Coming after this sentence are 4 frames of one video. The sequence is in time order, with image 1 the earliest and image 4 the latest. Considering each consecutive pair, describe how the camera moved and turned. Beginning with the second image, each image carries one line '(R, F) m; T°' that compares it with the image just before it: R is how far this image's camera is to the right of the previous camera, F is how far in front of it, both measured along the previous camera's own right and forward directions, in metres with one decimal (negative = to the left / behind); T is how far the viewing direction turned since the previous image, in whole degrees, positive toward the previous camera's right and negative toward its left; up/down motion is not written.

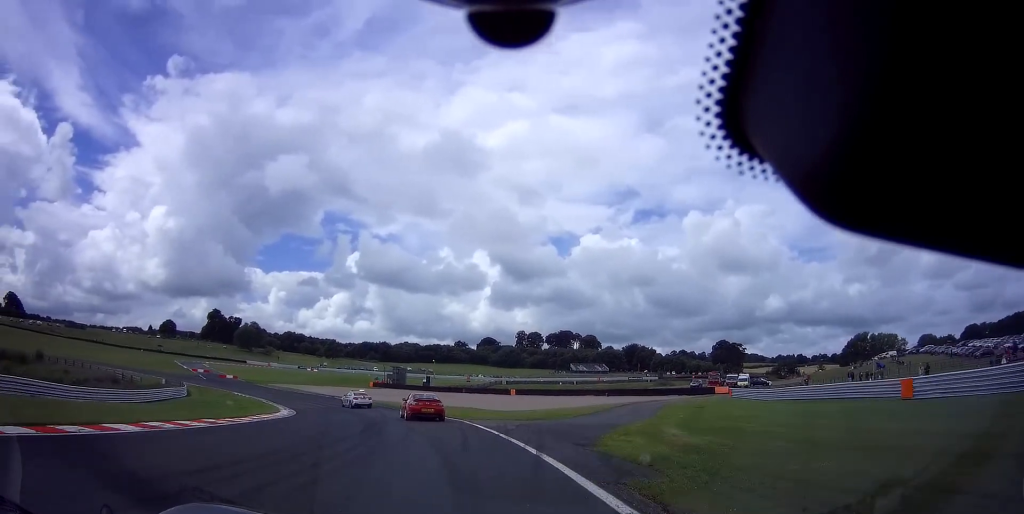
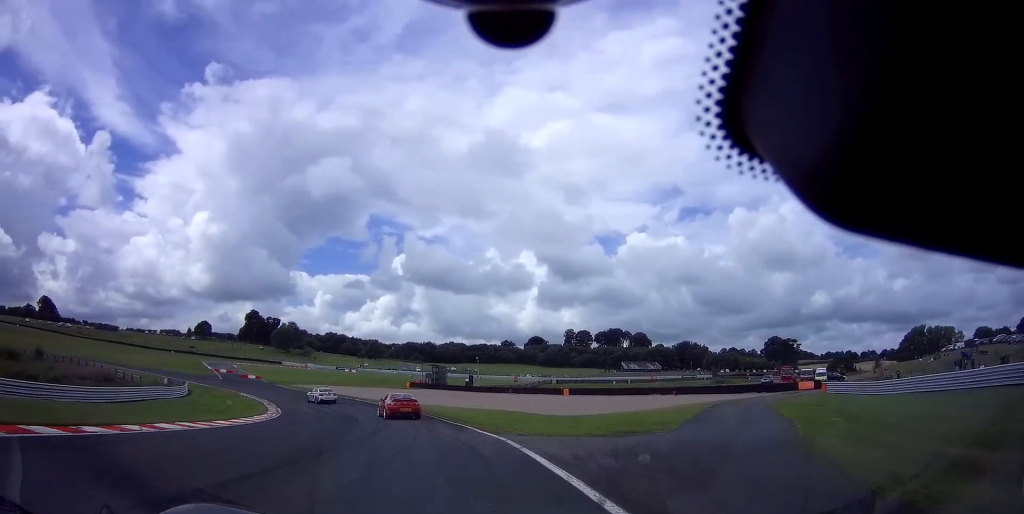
(-0.4, +10.6) m; -5°
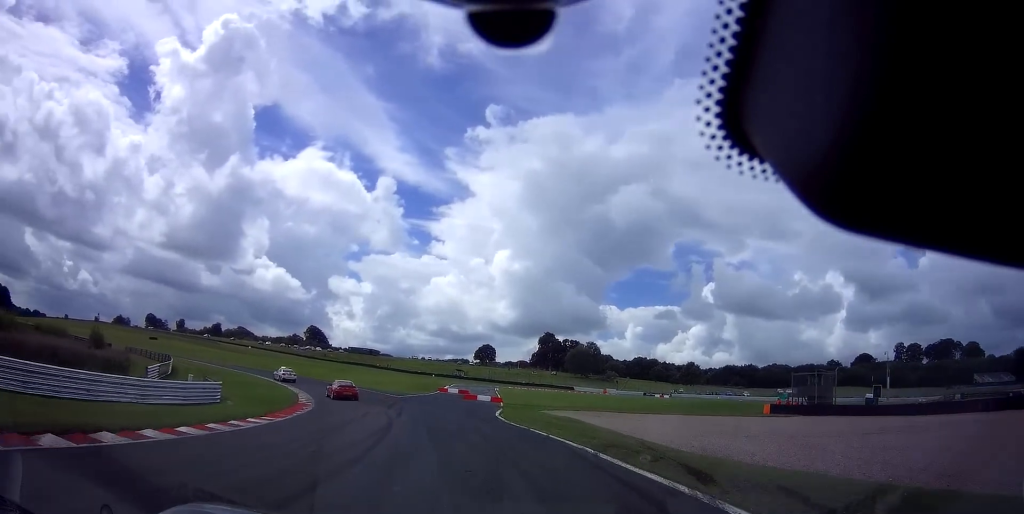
(-12.5, +44.5) m; -35°
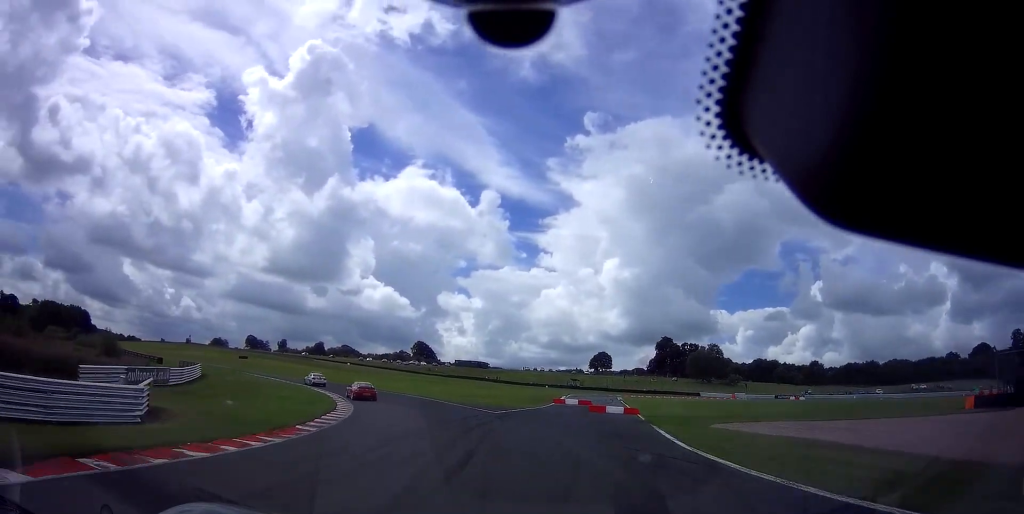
(-1.6, +14.7) m; -11°
